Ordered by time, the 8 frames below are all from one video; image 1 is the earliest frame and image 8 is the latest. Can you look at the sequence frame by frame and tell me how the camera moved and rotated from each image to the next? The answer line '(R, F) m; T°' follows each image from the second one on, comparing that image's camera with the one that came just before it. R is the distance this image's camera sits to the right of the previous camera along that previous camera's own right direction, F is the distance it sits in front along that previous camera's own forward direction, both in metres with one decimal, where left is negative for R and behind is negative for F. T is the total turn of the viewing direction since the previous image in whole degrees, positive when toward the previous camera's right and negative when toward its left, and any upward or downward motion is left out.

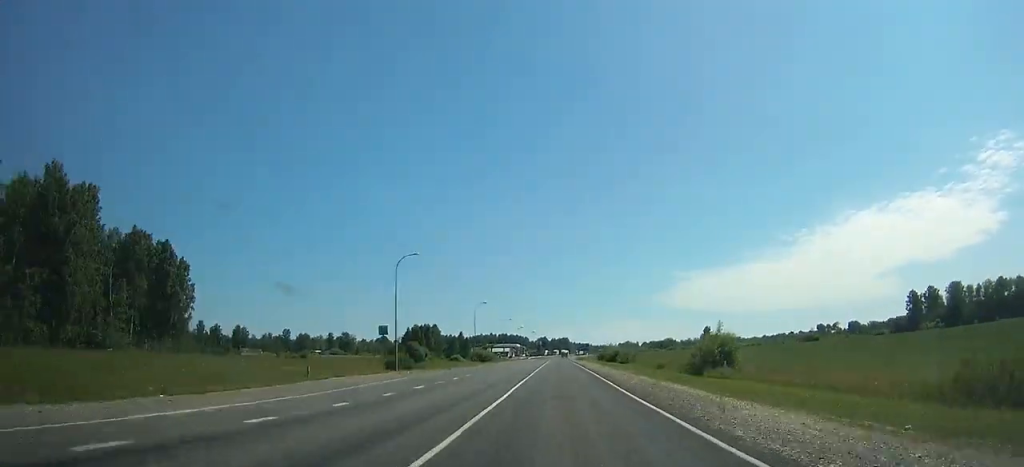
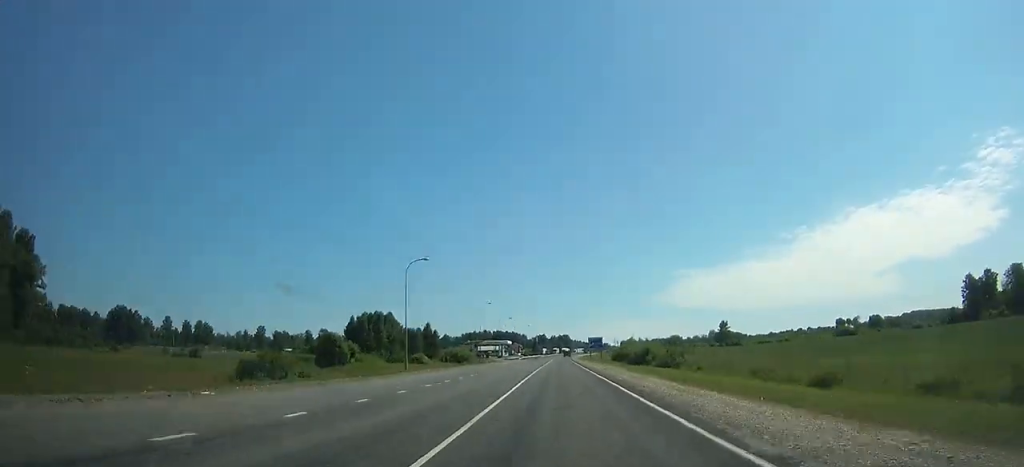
(+0.1, +46.3) m; 0°
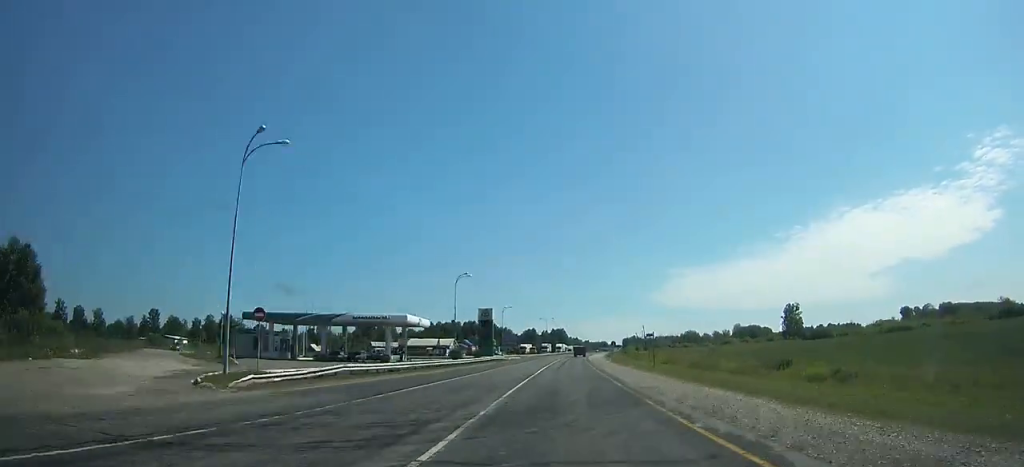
(+0.8, +128.0) m; +1°
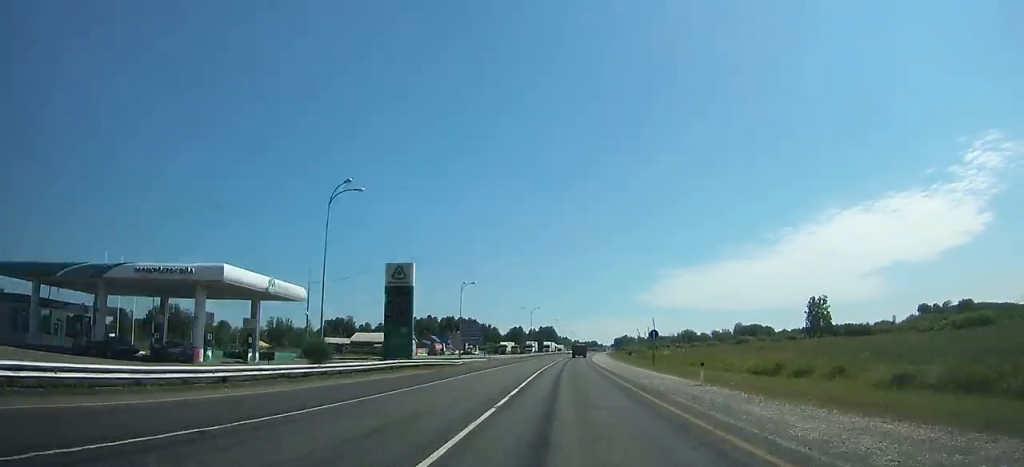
(-0.1, +39.1) m; +1°
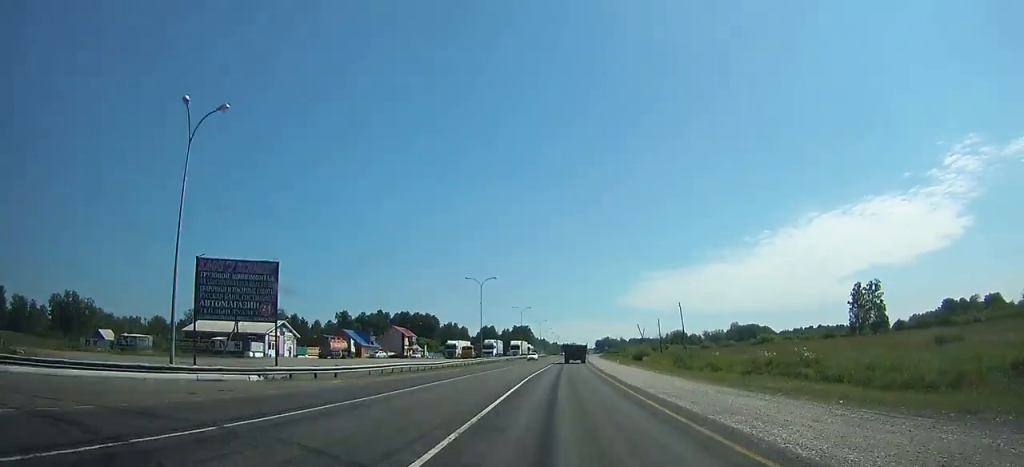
(+1.0, +56.6) m; +2°
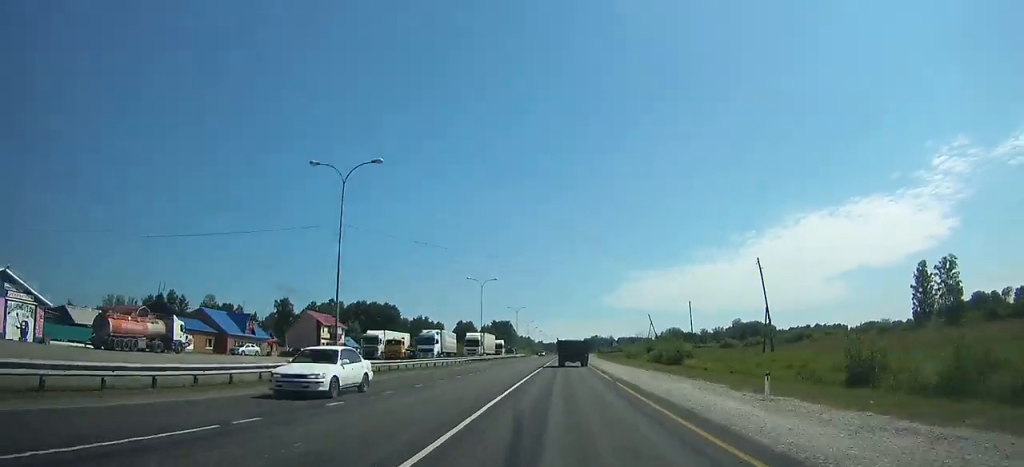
(+0.7, +45.7) m; +1°
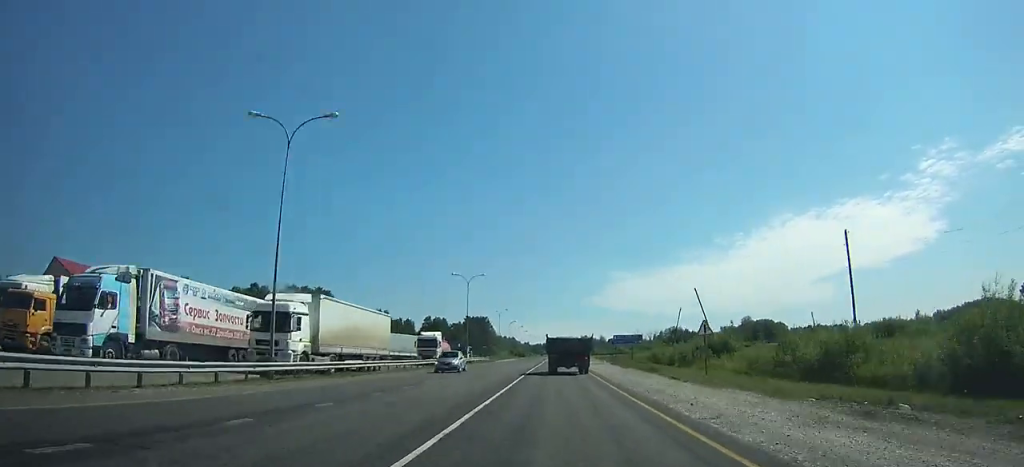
(+0.9, +59.0) m; +1°
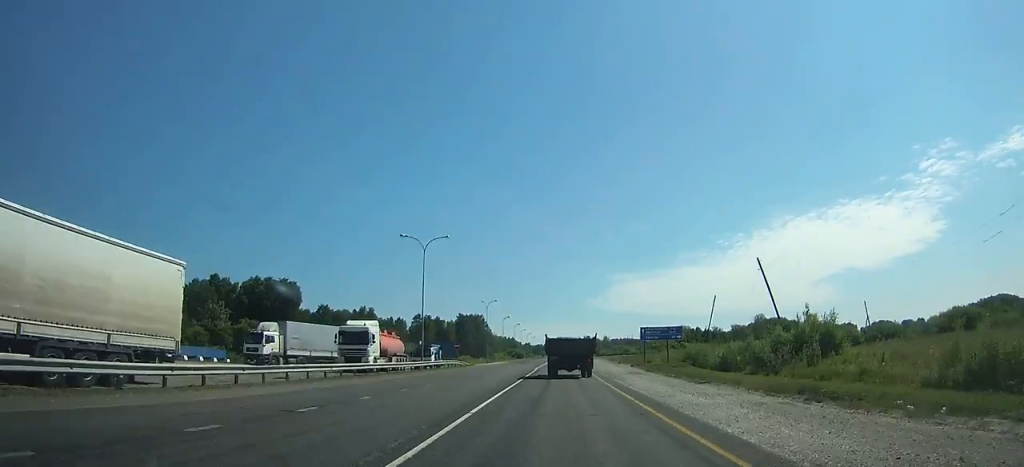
(+0.1, +26.0) m; 0°
